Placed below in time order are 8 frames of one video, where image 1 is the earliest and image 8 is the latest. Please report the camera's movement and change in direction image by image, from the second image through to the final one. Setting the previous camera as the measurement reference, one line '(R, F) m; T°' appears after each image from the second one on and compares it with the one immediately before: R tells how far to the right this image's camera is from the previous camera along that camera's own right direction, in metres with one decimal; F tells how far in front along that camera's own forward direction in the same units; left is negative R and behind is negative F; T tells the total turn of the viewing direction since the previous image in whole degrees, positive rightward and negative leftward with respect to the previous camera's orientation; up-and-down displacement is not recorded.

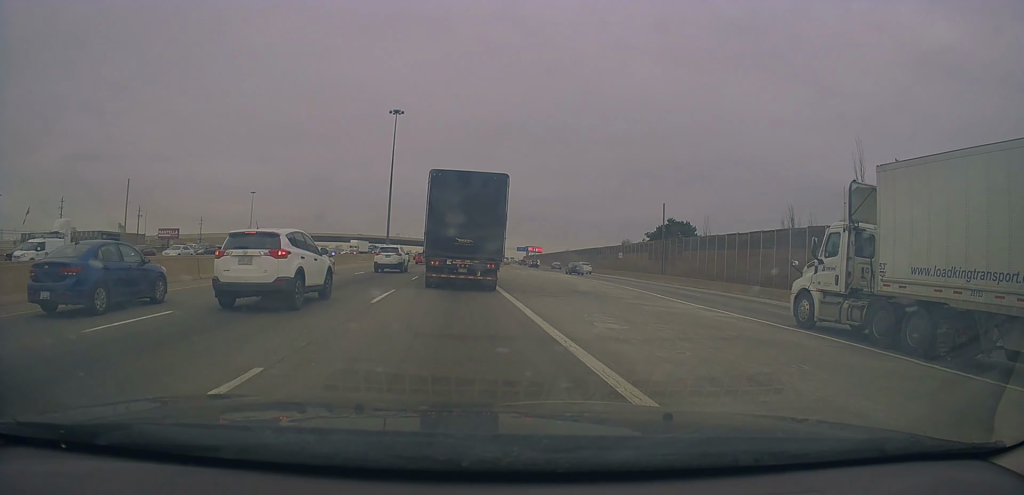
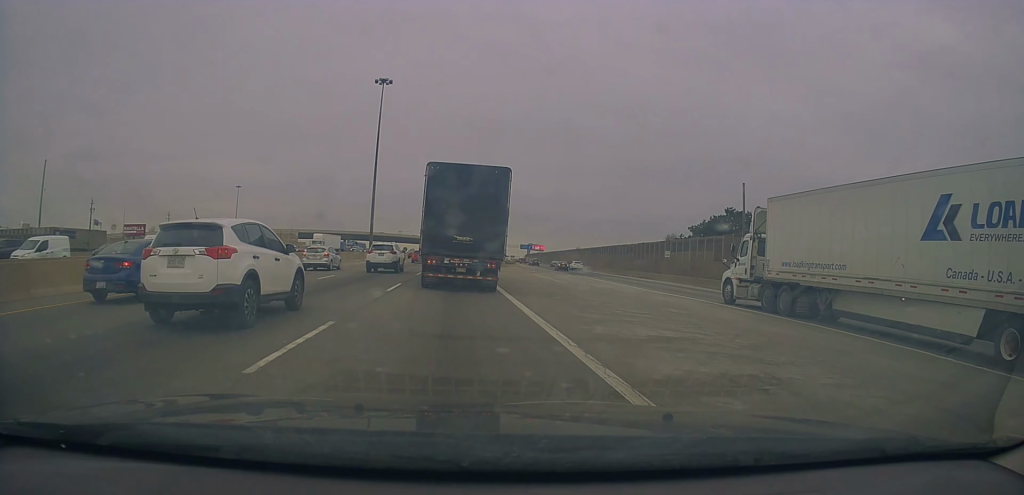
(+0.3, +20.2) m; +1°
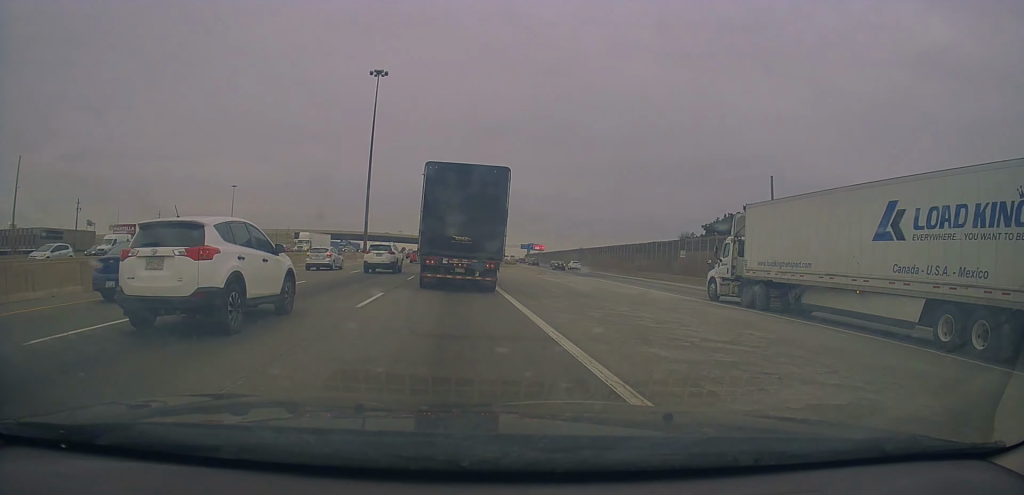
(0.0, +5.7) m; 0°
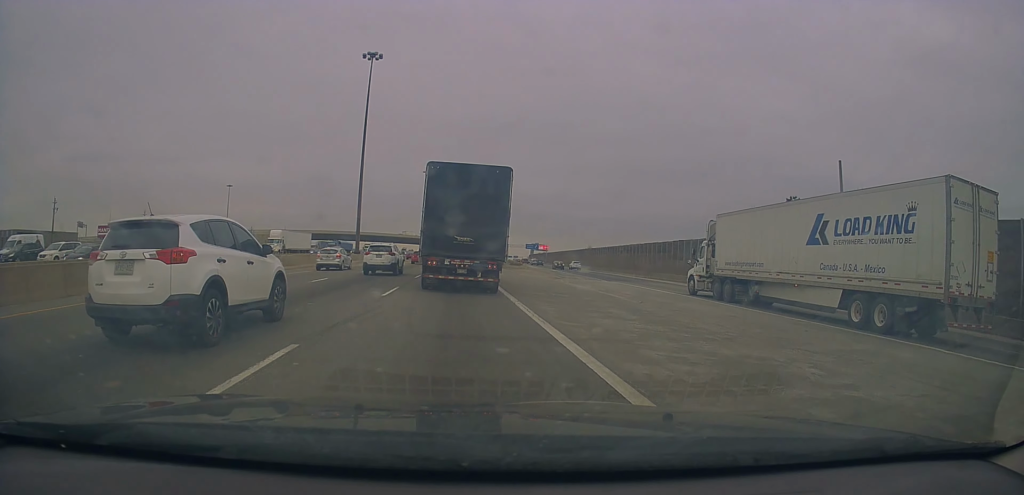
(0.0, +9.7) m; 0°
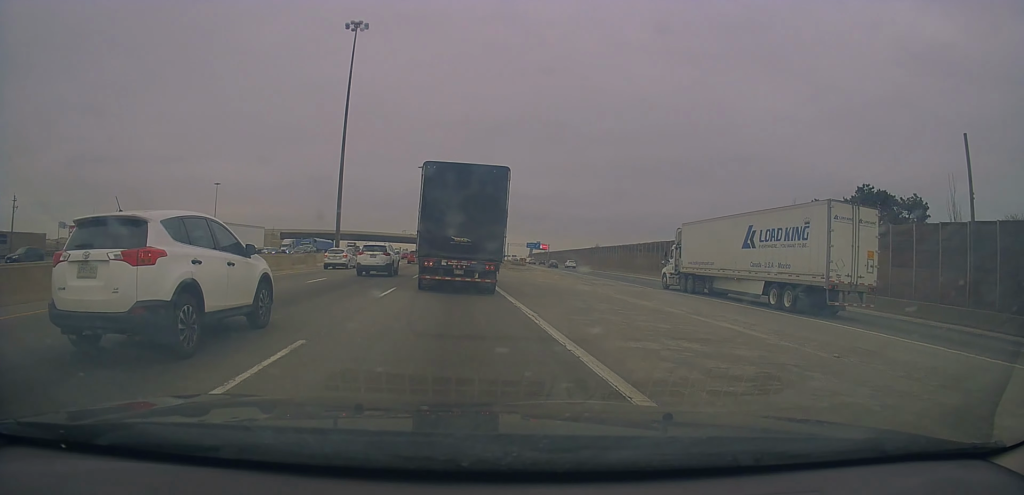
(0.0, +13.5) m; 0°
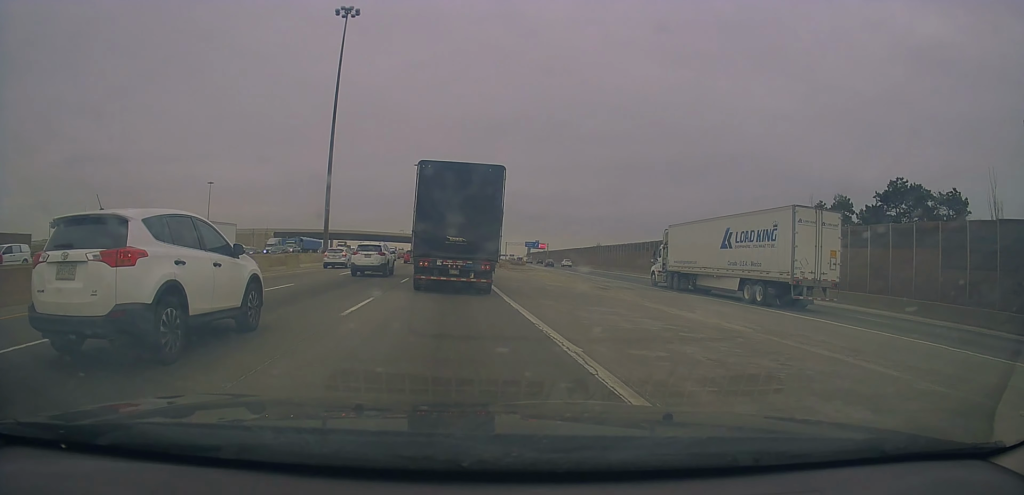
(0.0, +5.2) m; 0°
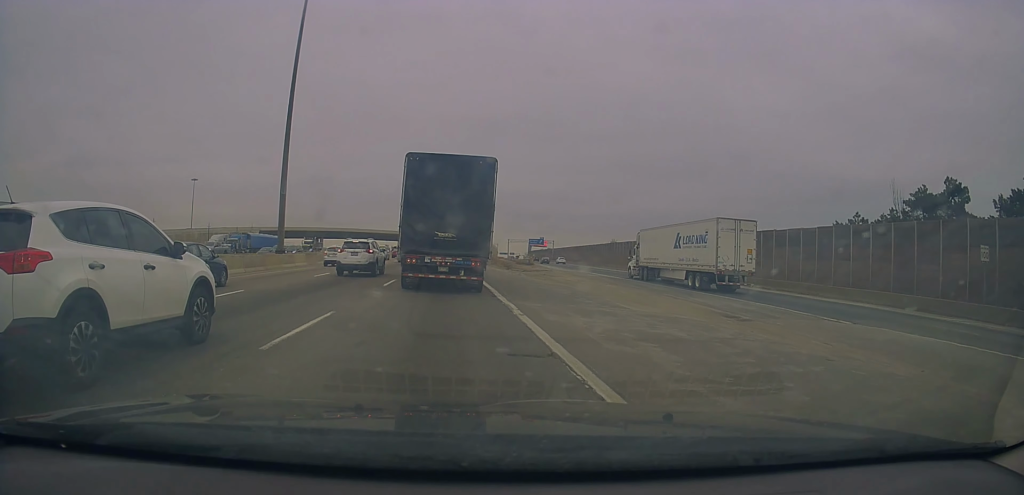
(0.0, +16.4) m; +1°
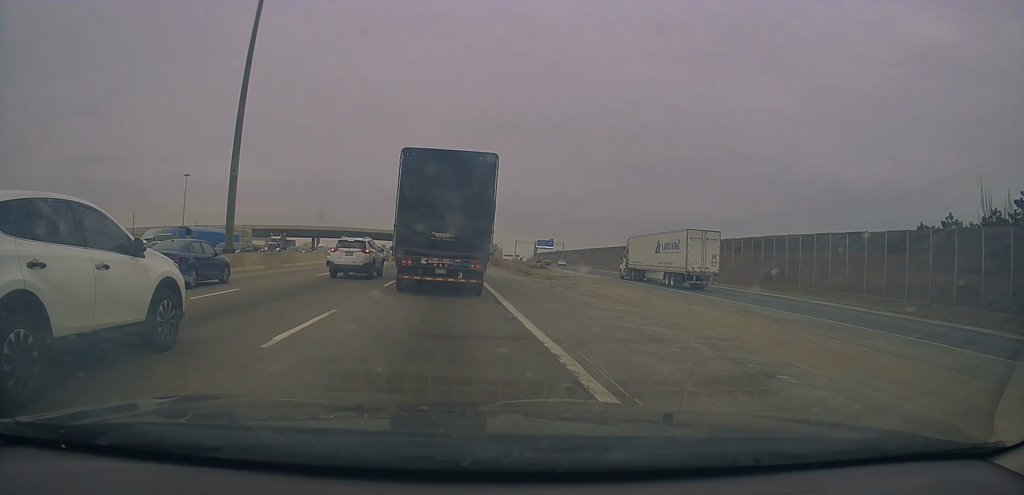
(+0.2, +12.6) m; +1°
